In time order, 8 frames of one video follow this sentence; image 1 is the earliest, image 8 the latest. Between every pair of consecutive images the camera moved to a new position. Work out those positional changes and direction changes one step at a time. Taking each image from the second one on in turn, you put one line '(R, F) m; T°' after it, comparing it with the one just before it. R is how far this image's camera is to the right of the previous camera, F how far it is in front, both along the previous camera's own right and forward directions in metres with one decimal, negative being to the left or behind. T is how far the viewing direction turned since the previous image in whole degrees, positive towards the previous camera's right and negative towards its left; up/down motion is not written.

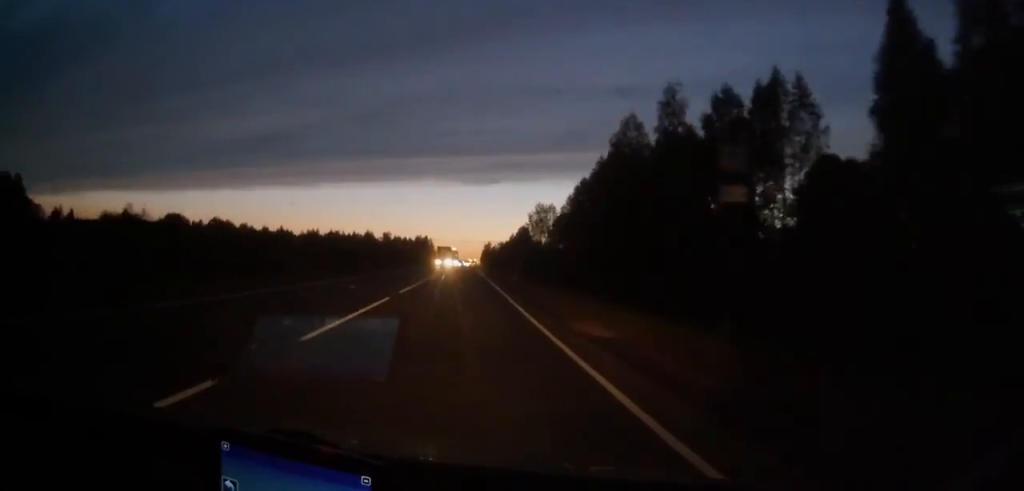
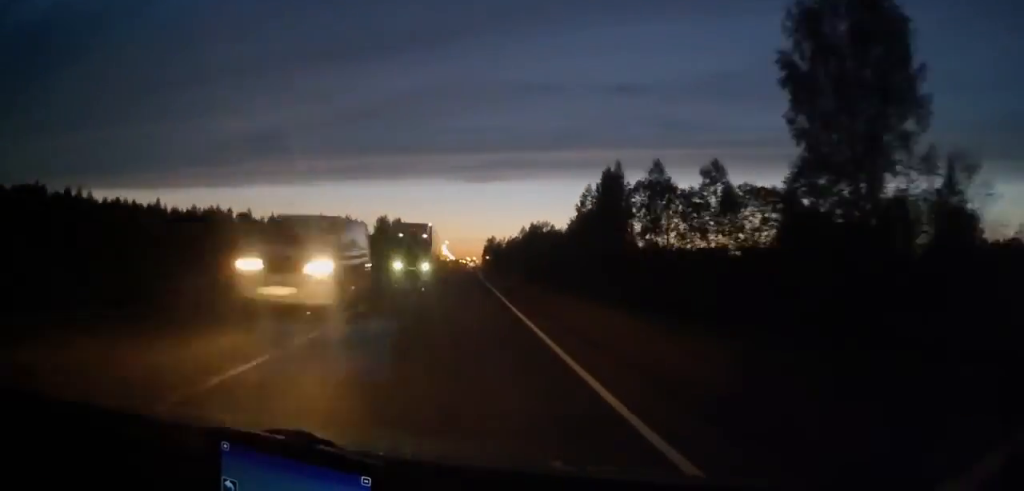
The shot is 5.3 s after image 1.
(-0.5, +124.6) m; 0°
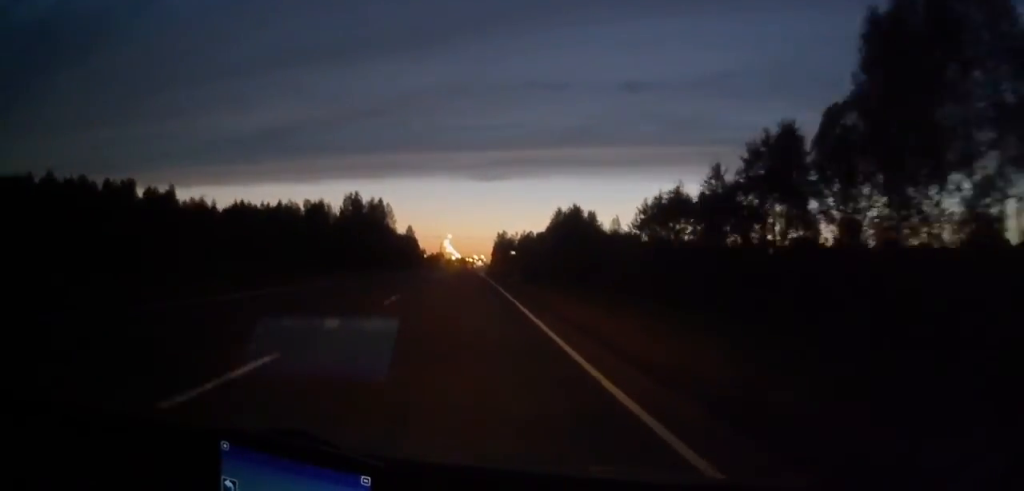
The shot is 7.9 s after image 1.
(-0.4, +57.6) m; 0°
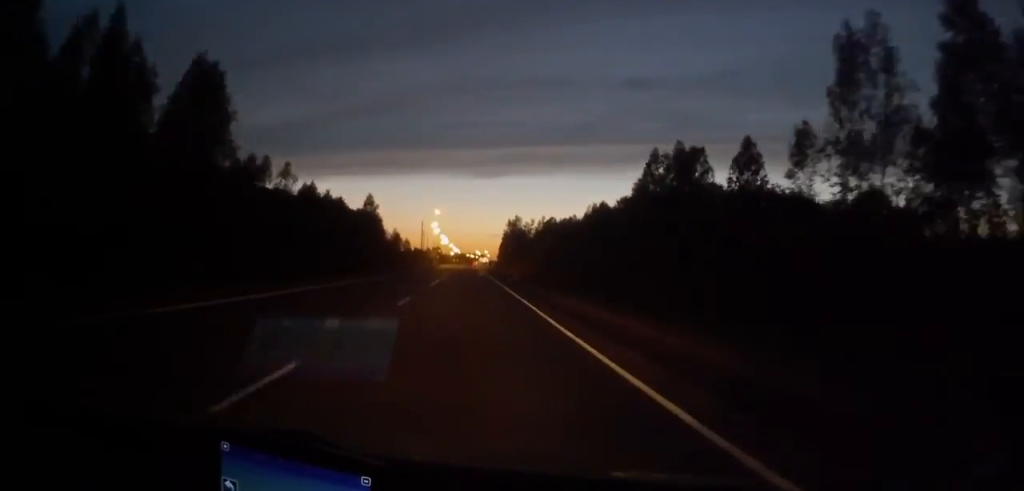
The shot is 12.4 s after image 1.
(+0.6, +98.2) m; 0°
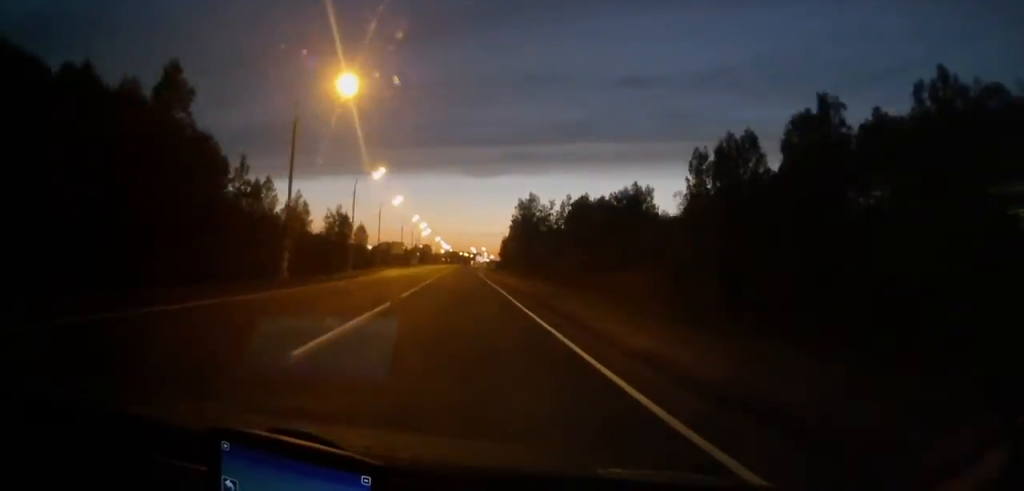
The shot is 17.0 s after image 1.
(-0.4, +94.6) m; 0°
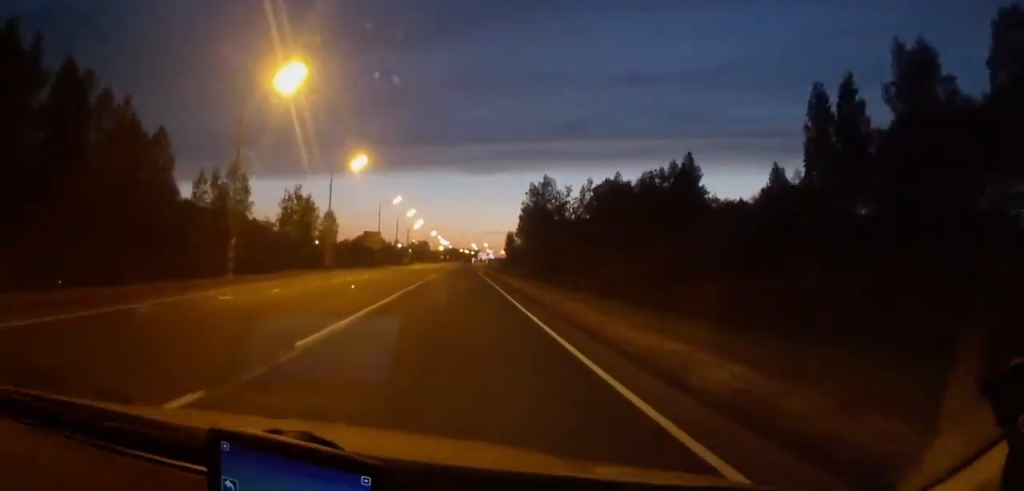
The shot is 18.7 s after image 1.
(+0.1, +35.8) m; 0°
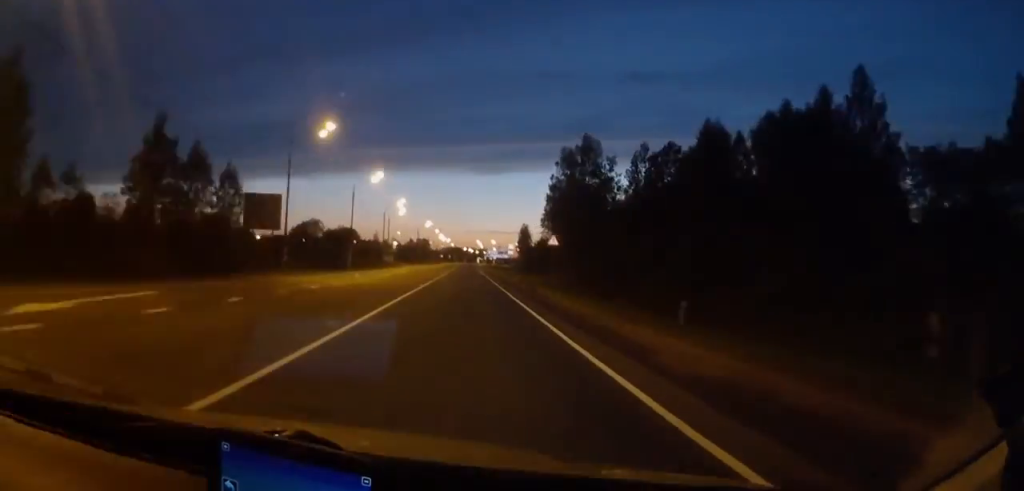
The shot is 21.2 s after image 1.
(0.0, +52.2) m; 0°
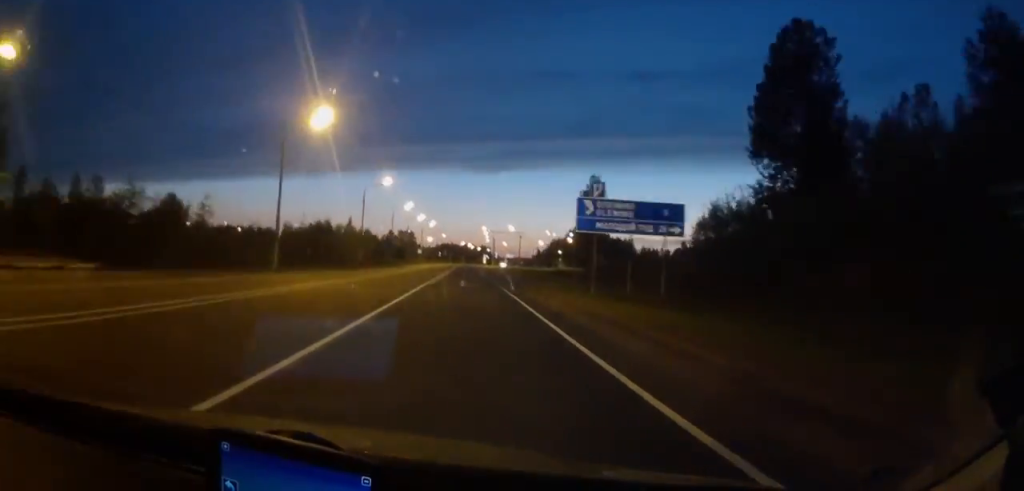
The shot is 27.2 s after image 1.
(-0.2, +123.7) m; 0°
